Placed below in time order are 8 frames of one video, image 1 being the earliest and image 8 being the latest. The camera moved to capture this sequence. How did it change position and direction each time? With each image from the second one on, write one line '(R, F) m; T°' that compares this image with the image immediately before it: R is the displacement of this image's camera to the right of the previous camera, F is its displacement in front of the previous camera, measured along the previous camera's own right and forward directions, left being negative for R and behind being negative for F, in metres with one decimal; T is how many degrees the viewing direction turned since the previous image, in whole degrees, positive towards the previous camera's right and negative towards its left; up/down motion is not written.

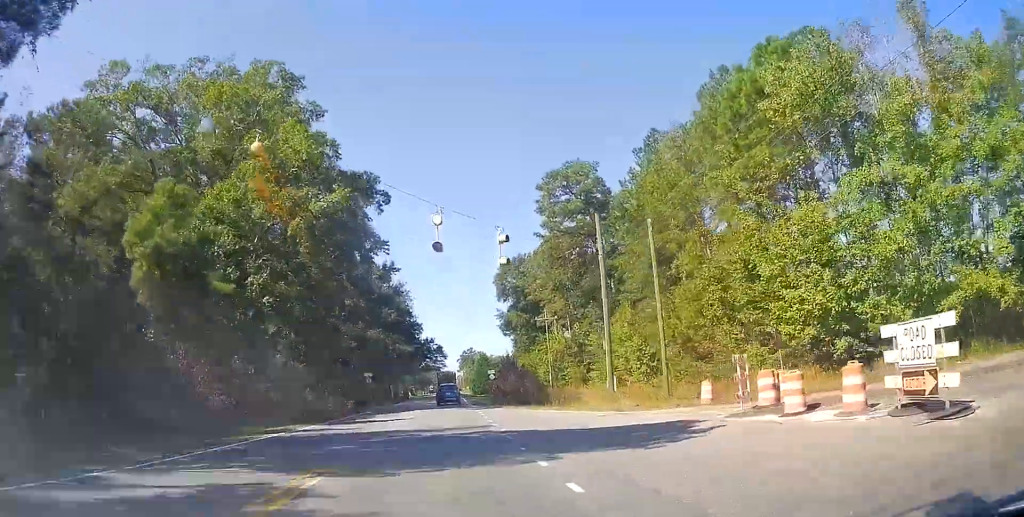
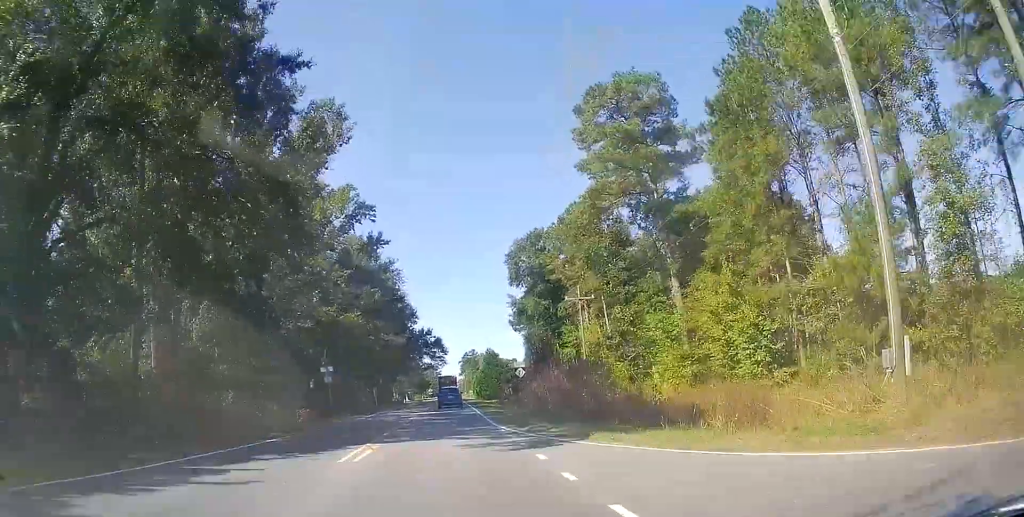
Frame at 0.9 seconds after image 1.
(0.0, +21.4) m; 0°
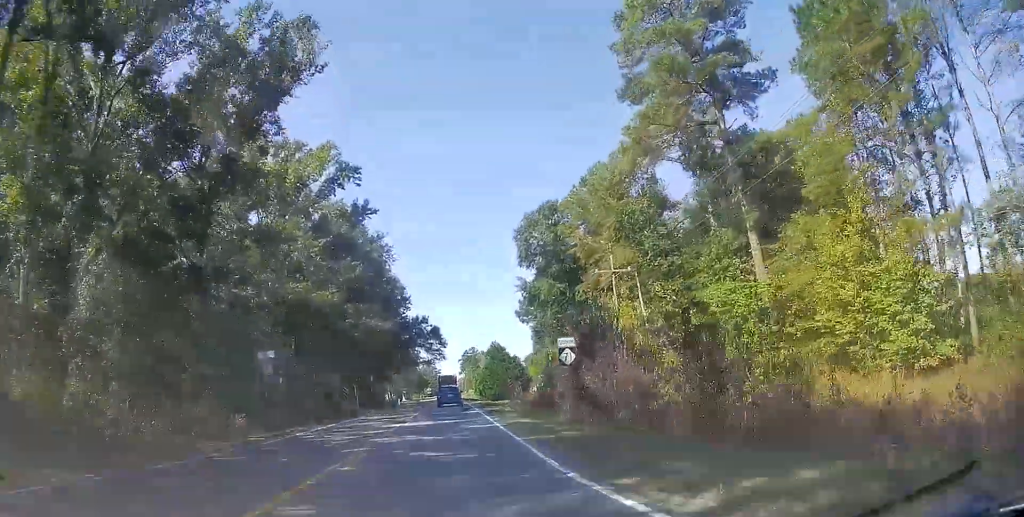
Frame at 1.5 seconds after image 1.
(0.0, +13.4) m; -1°
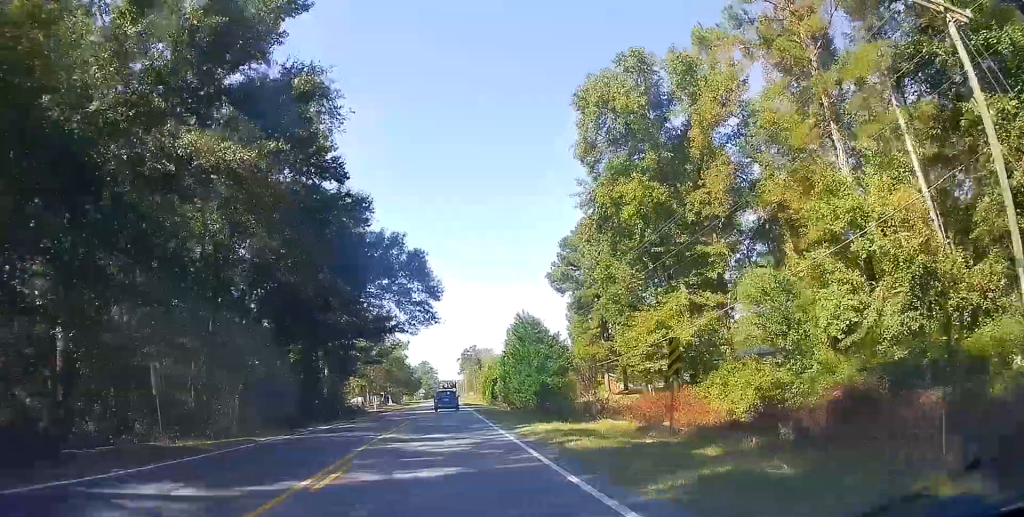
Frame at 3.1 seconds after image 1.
(-0.6, +37.7) m; 0°
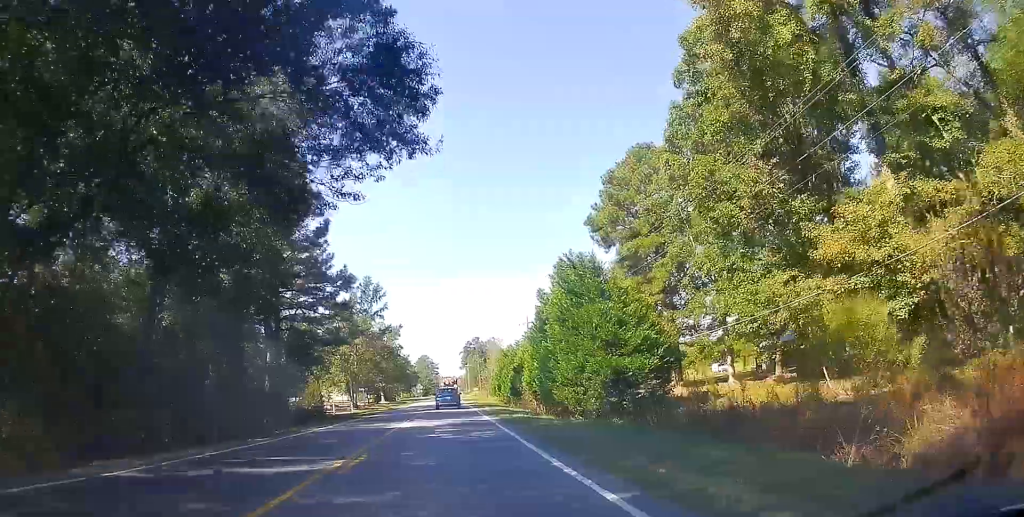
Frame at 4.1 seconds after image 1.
(+0.5, +22.3) m; +1°
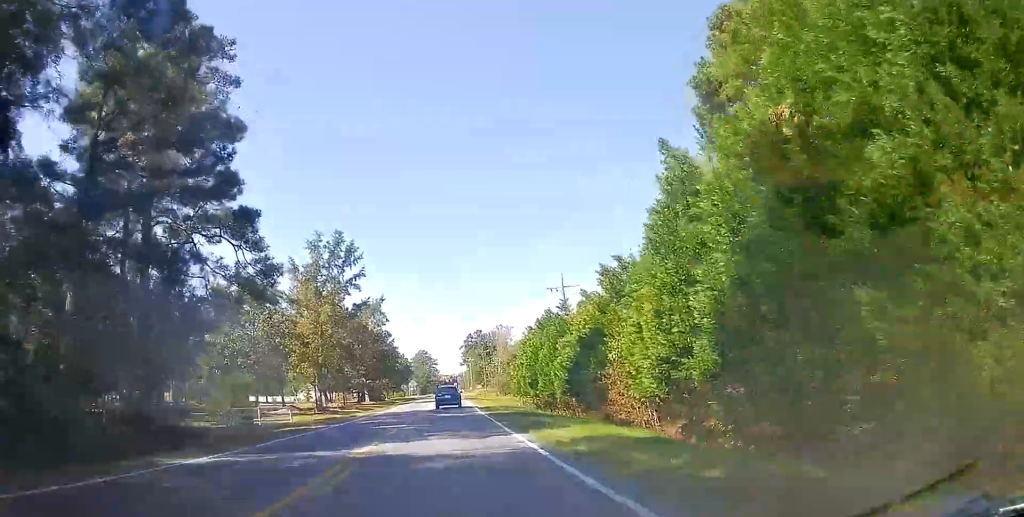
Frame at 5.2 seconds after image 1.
(0.0, +26.1) m; 0°
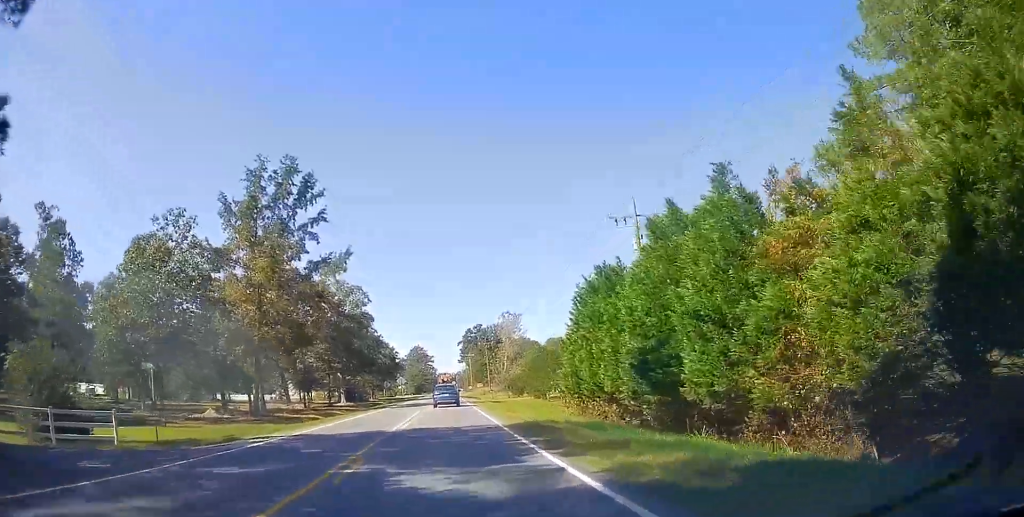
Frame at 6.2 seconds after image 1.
(+0.1, +23.2) m; +1°
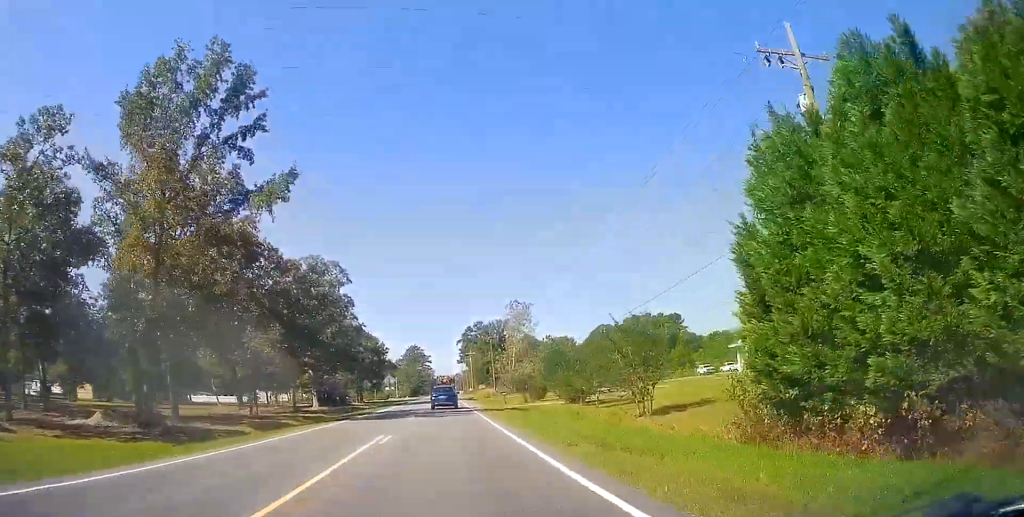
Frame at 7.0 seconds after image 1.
(+0.6, +18.4) m; -1°
